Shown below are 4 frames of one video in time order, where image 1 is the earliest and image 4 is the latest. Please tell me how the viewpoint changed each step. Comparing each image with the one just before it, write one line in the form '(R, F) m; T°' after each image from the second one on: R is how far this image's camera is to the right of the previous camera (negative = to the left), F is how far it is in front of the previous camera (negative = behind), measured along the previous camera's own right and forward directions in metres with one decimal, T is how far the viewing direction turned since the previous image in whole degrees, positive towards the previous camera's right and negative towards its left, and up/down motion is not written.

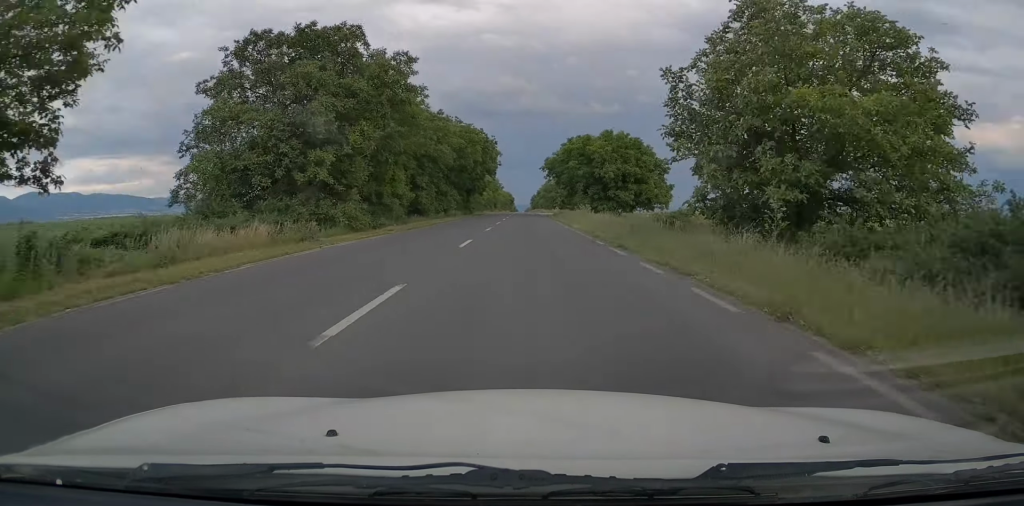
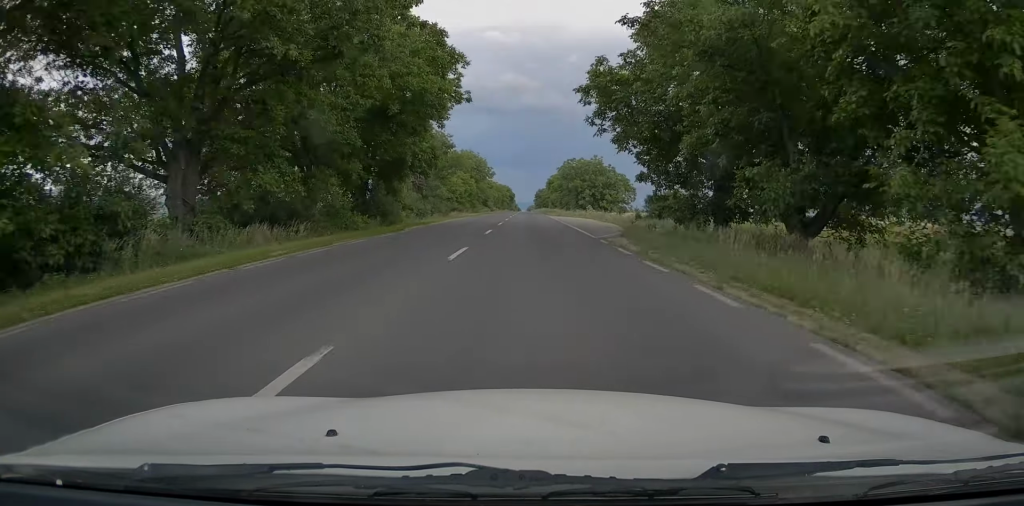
(-0.4, +59.8) m; -1°
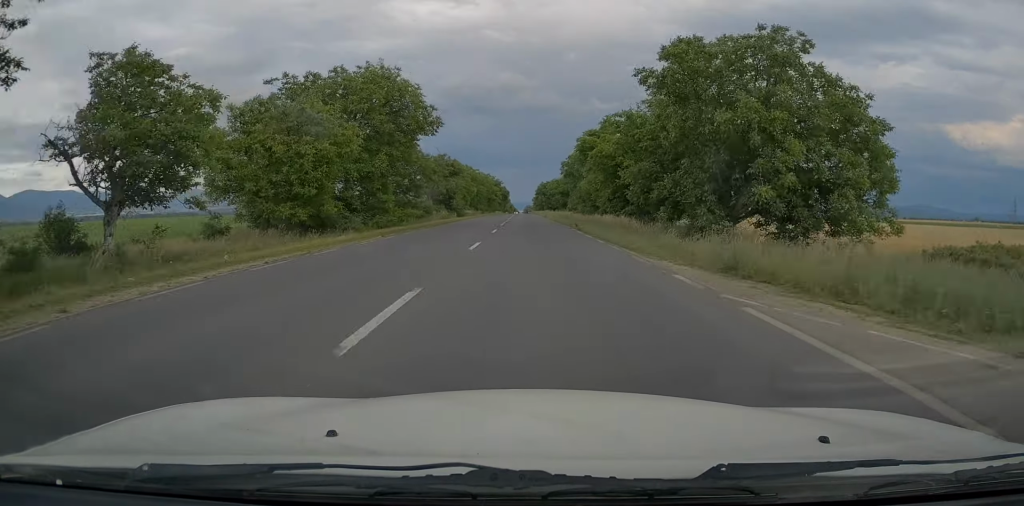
(+0.9, +63.6) m; 0°
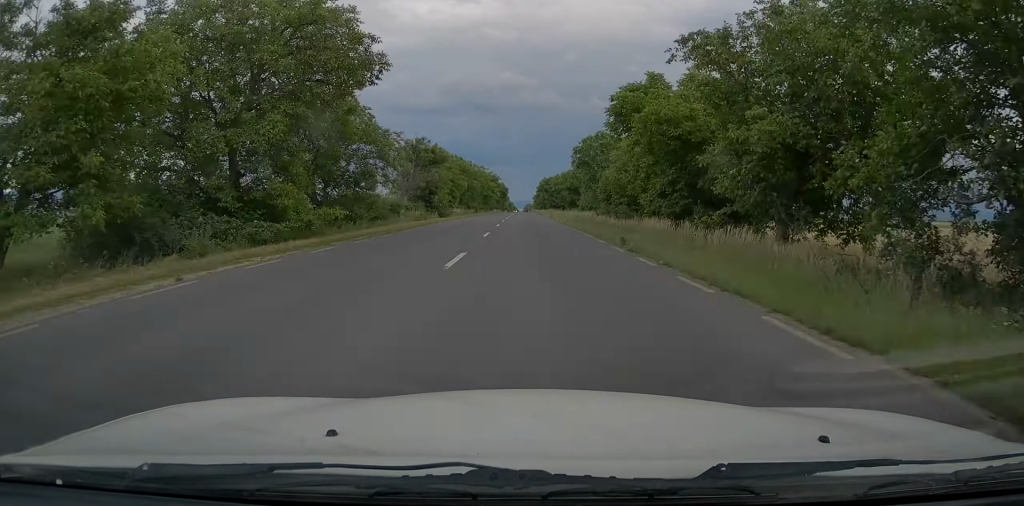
(-0.3, +16.1) m; 0°
